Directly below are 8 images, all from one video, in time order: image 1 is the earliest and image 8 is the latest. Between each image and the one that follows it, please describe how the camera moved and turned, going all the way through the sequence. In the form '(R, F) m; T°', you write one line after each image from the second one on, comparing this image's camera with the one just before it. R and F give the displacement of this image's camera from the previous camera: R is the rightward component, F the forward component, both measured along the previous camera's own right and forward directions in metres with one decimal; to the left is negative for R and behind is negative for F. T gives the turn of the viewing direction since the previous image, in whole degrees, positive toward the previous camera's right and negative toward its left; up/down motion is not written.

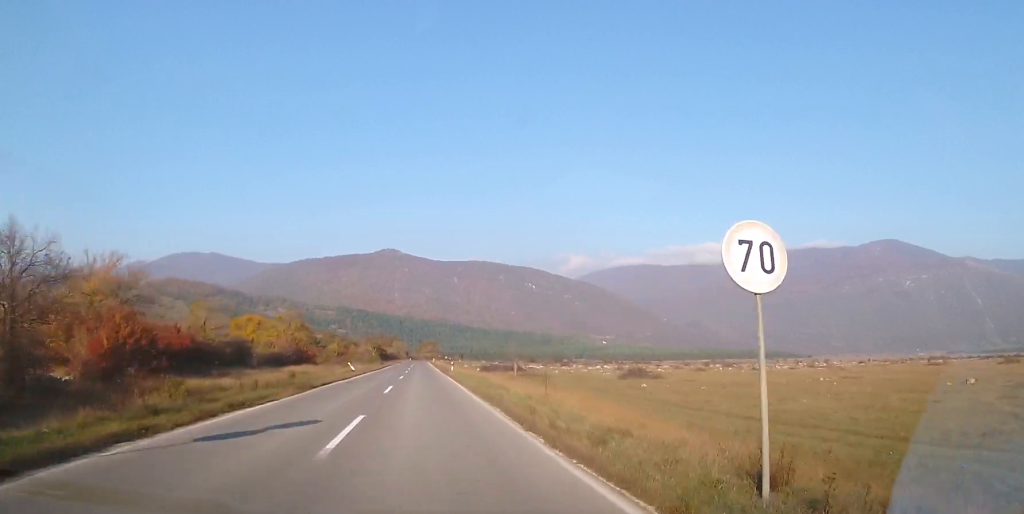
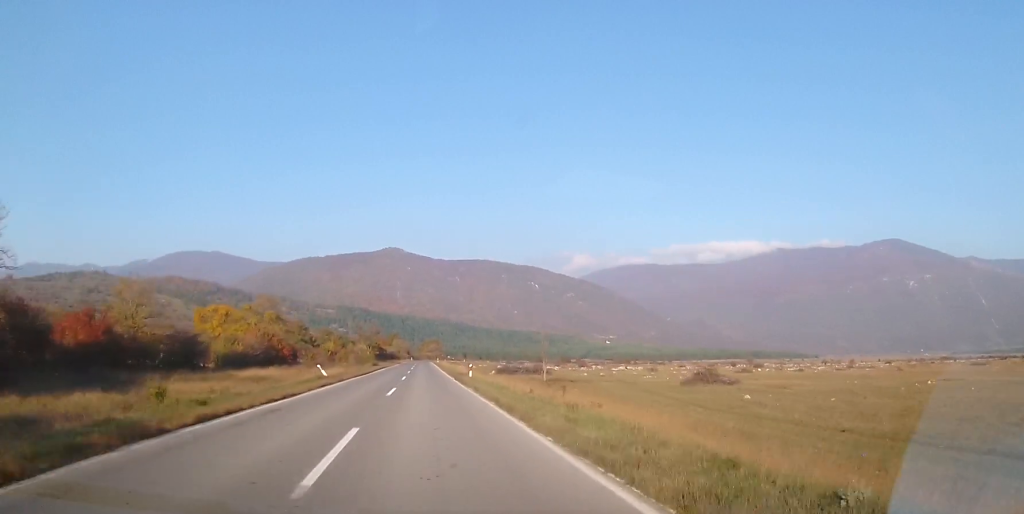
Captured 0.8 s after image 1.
(0.0, +16.3) m; 0°
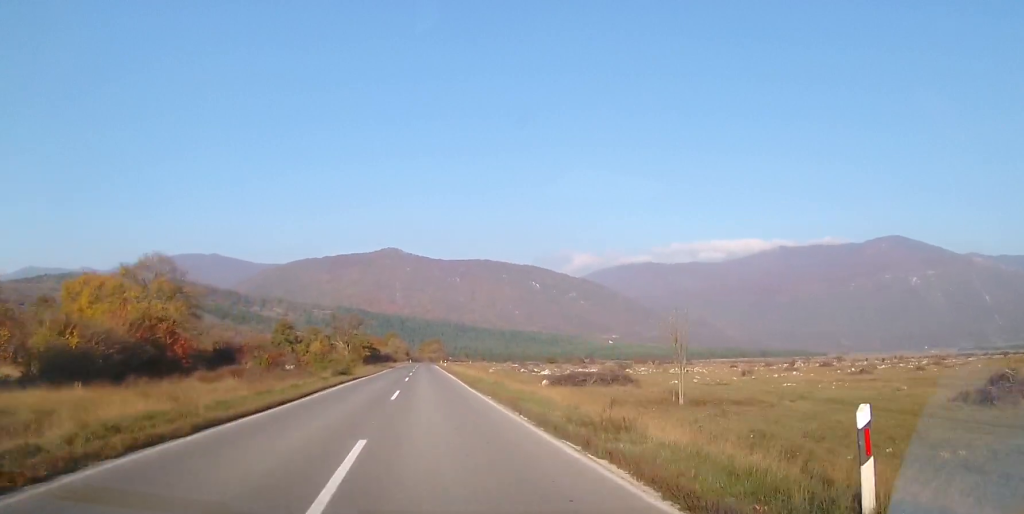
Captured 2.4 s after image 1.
(+0.1, +30.4) m; +1°
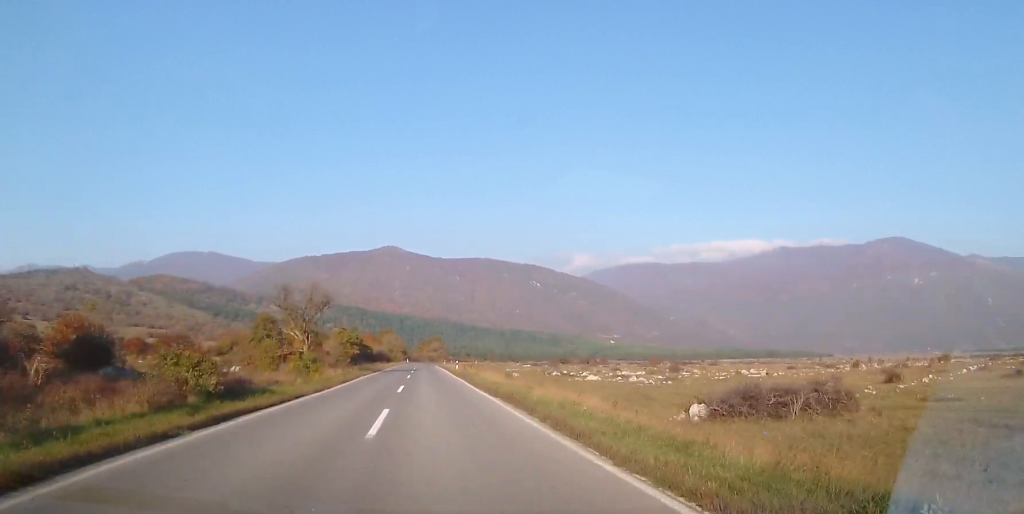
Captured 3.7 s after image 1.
(+0.1, +26.0) m; 0°
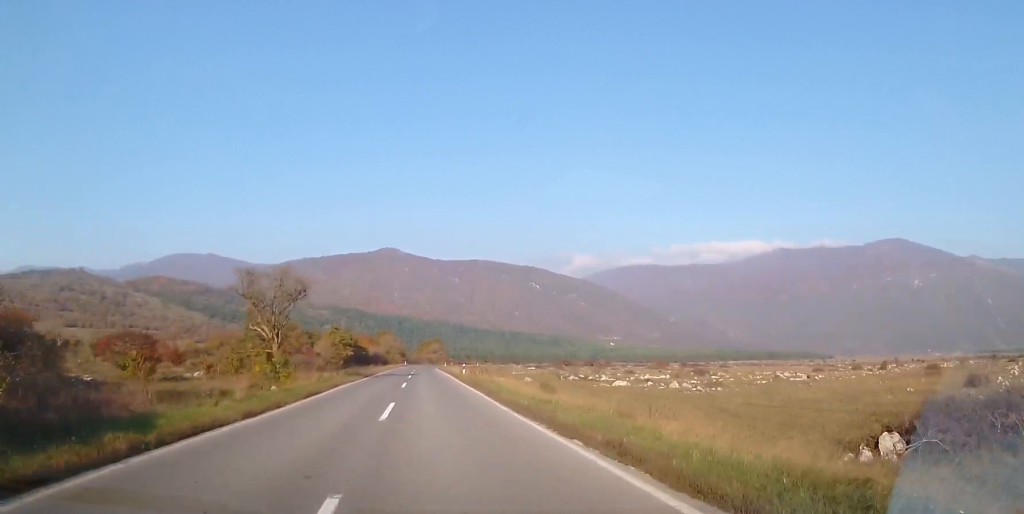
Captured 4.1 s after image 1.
(-0.1, +9.8) m; 0°
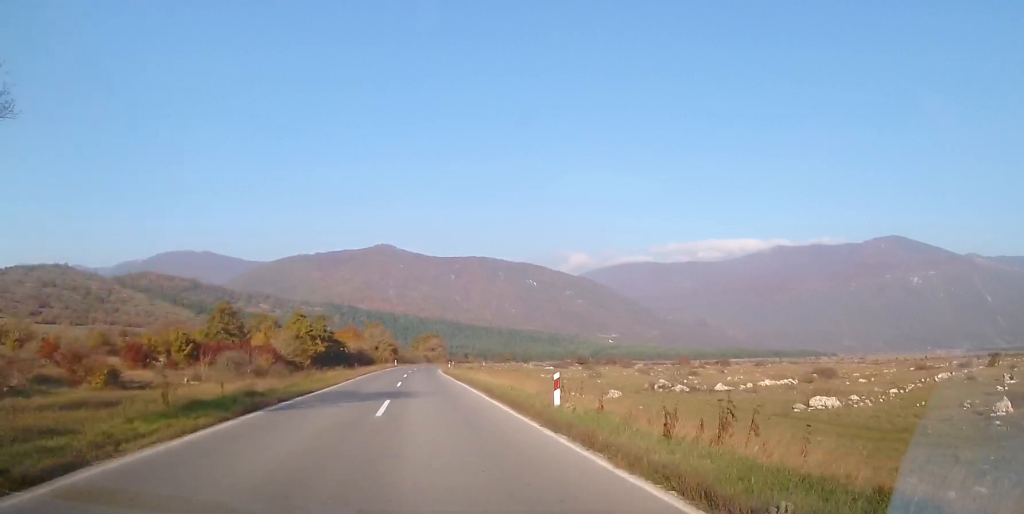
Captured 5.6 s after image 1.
(+0.2, +31.0) m; 0°
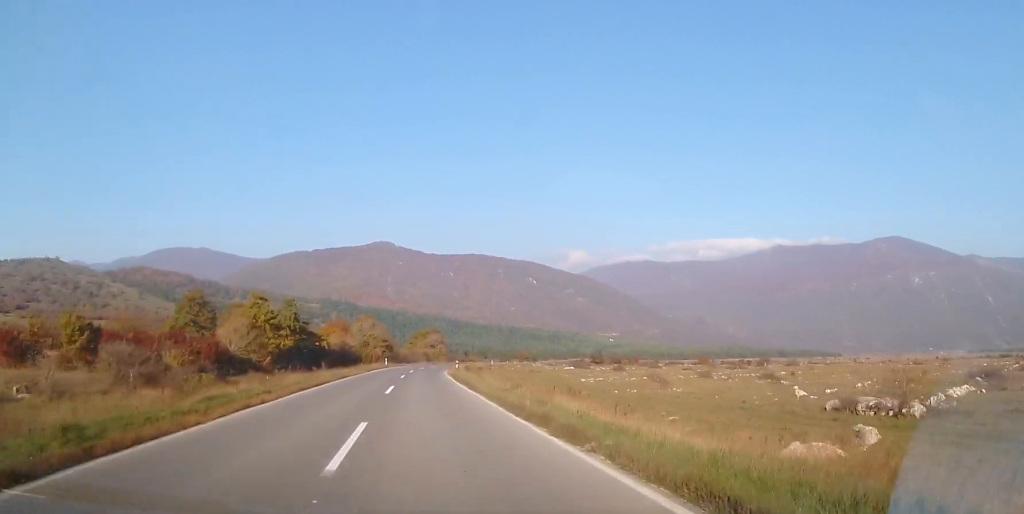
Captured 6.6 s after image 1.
(-0.2, +22.0) m; 0°
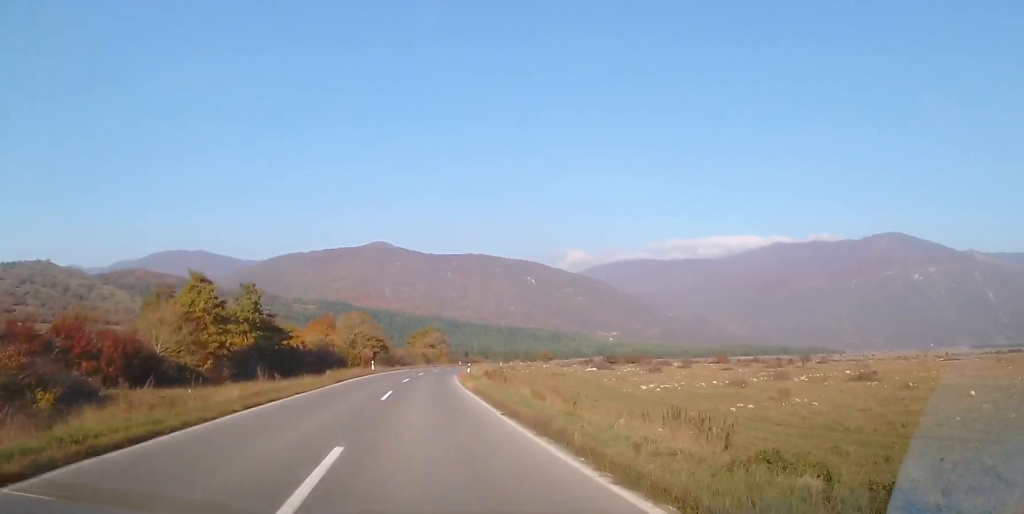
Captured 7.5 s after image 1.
(+0.2, +17.8) m; +1°
